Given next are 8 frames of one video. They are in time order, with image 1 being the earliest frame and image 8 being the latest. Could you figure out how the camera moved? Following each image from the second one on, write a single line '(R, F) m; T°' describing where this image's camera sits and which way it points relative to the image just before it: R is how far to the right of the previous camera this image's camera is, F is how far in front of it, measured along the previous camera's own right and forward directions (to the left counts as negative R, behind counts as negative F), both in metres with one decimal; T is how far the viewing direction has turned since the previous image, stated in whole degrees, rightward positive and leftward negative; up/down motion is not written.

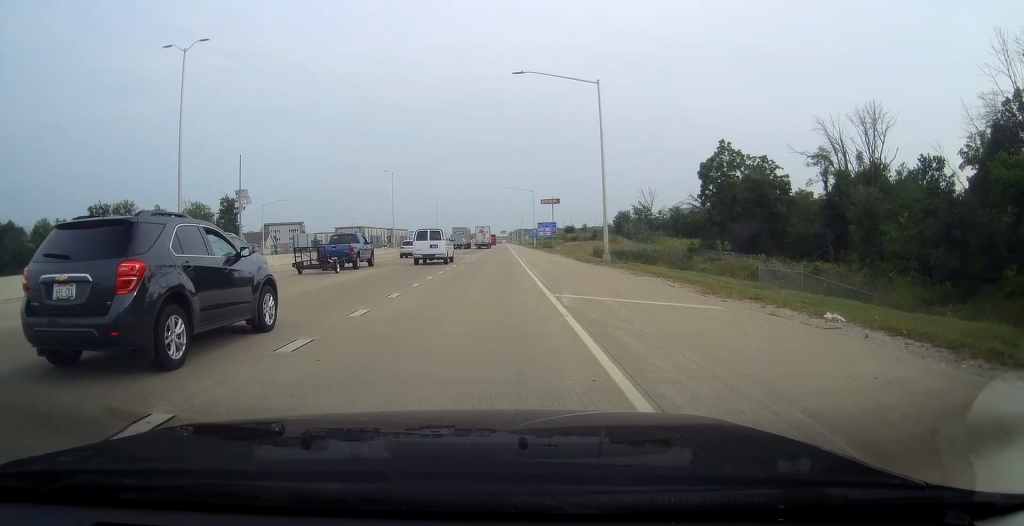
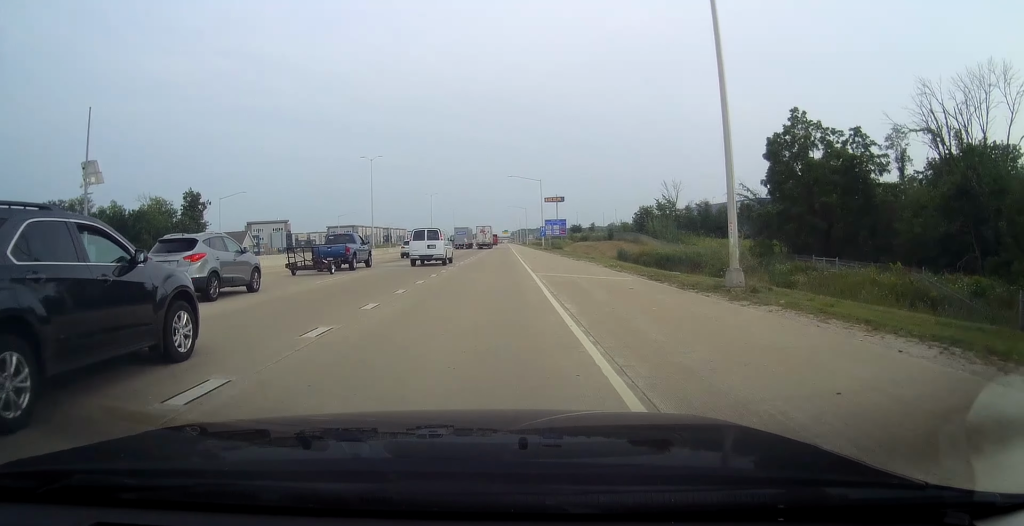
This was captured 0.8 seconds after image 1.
(-0.3, +21.1) m; 0°
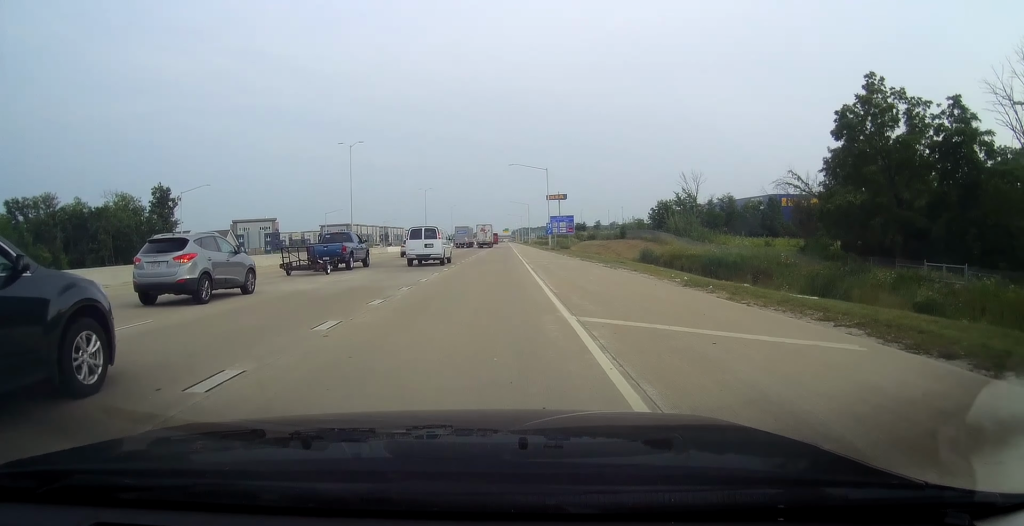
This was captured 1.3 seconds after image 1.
(+0.3, +14.3) m; 0°
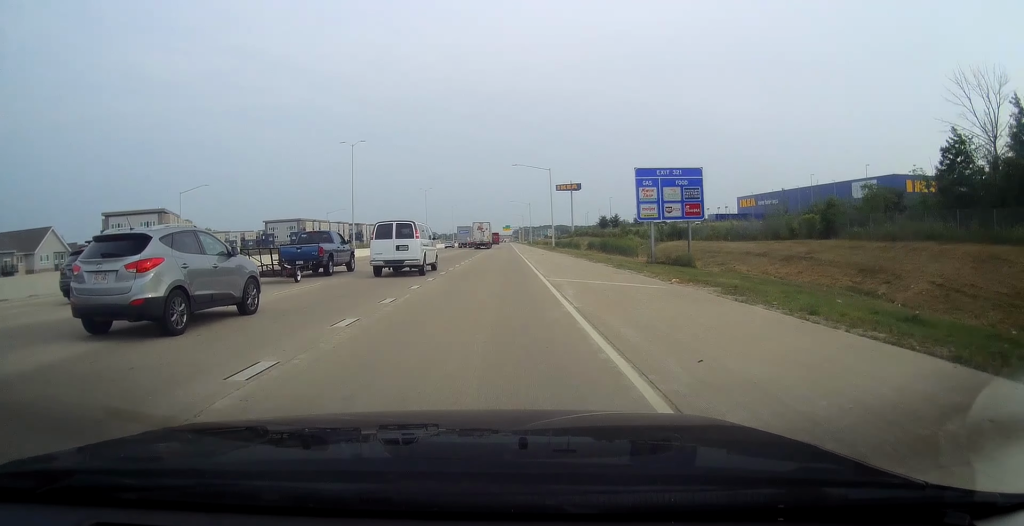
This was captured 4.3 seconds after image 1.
(-0.3, +81.4) m; 0°
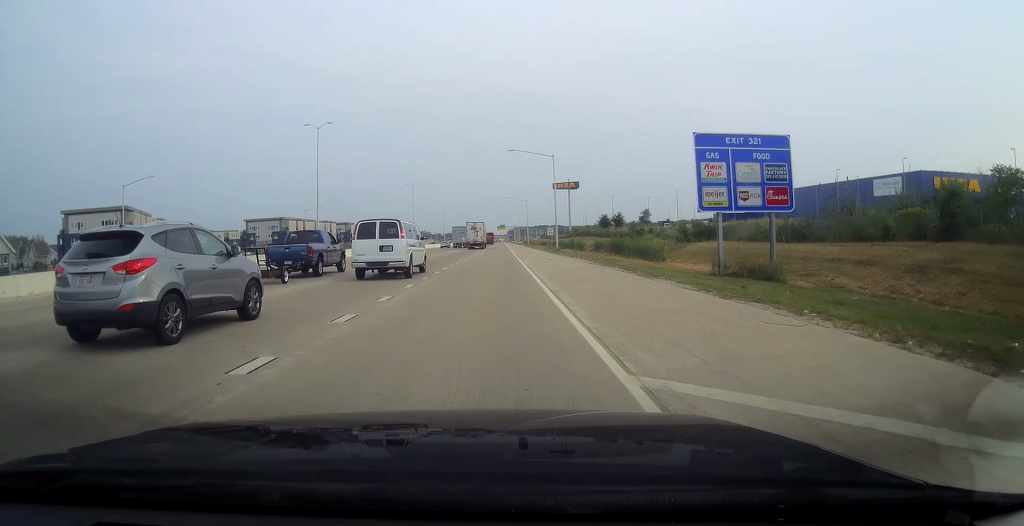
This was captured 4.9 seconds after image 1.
(0.0, +14.5) m; 0°
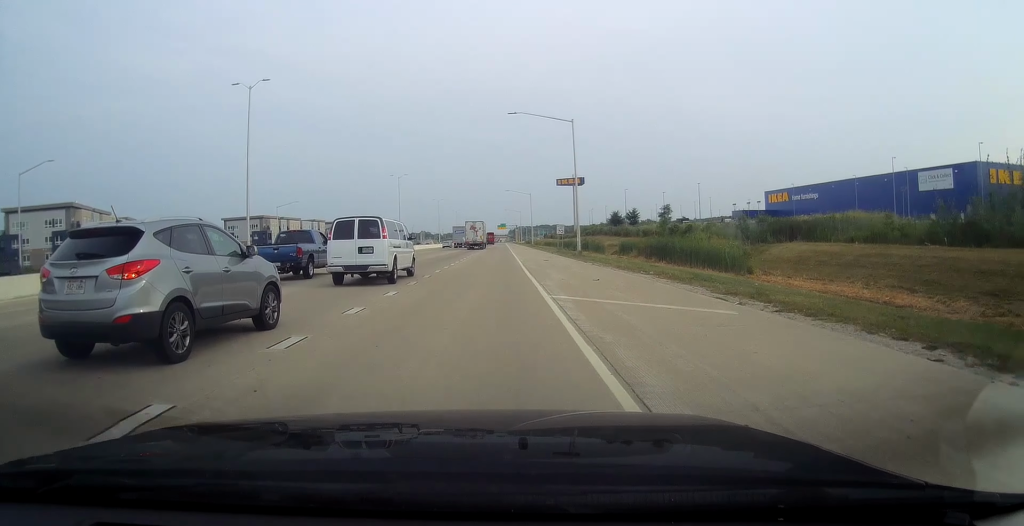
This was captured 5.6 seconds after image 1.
(+0.4, +20.8) m; +1°
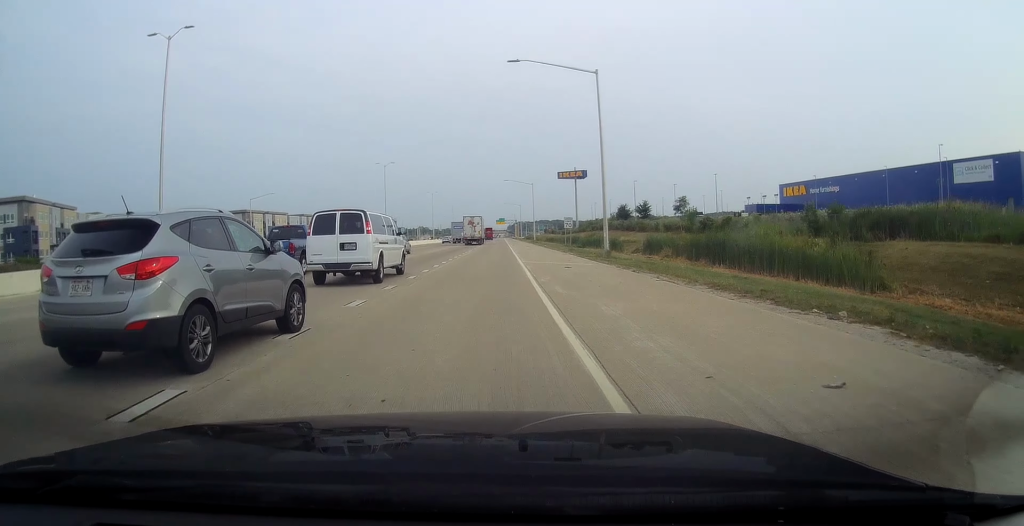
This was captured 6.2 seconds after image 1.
(0.0, +14.2) m; -1°
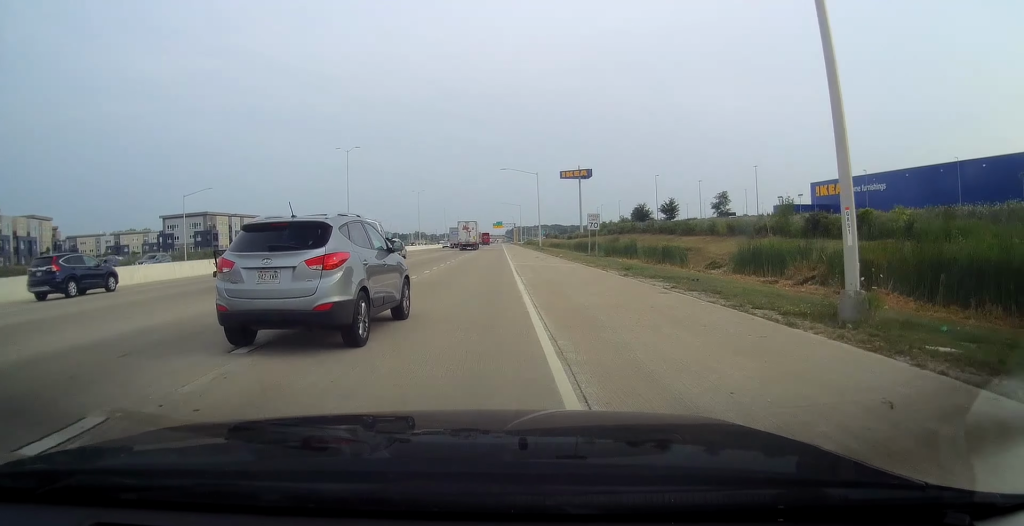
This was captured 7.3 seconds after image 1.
(-0.4, +28.7) m; -1°
